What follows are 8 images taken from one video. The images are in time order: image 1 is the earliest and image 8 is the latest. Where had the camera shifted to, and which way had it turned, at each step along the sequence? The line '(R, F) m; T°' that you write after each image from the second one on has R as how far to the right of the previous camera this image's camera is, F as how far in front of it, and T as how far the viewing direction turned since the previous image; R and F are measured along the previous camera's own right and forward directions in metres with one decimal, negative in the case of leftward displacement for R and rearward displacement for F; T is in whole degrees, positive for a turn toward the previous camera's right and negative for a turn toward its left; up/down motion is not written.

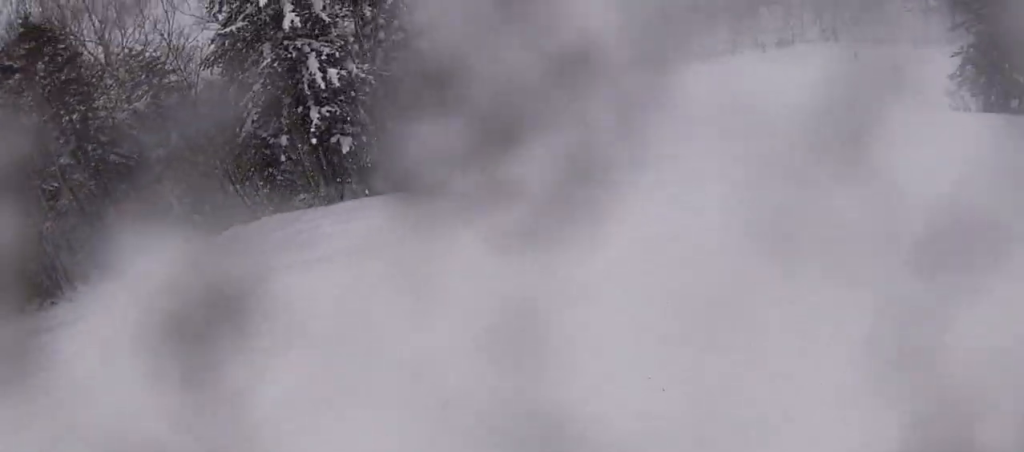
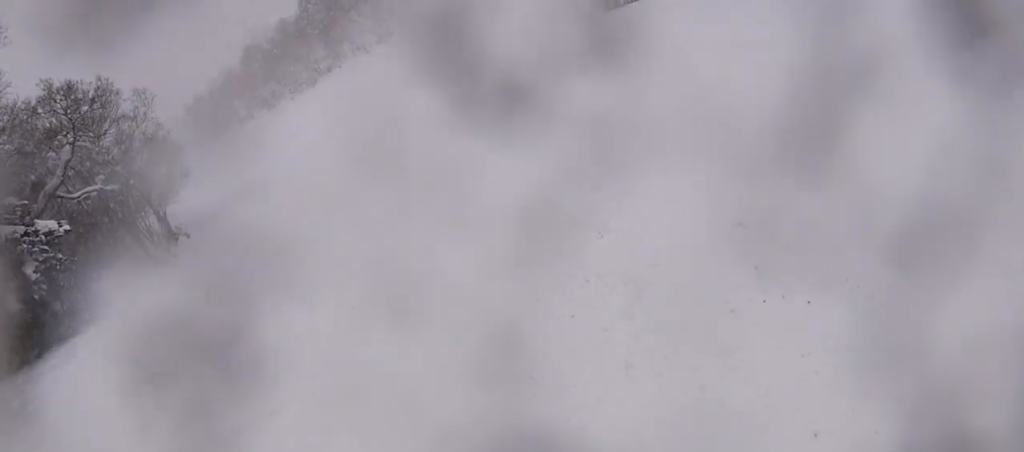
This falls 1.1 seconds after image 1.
(+1.7, +3.9) m; +47°
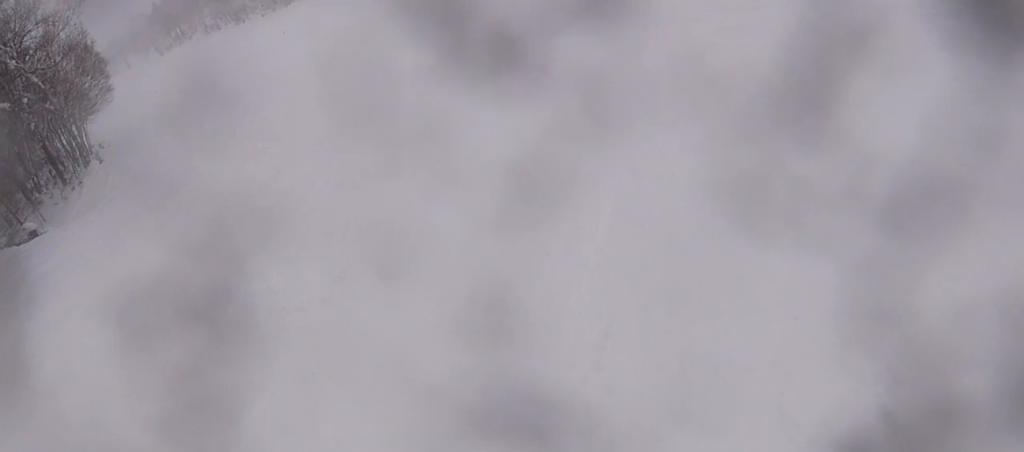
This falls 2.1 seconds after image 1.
(+1.7, +5.0) m; +13°
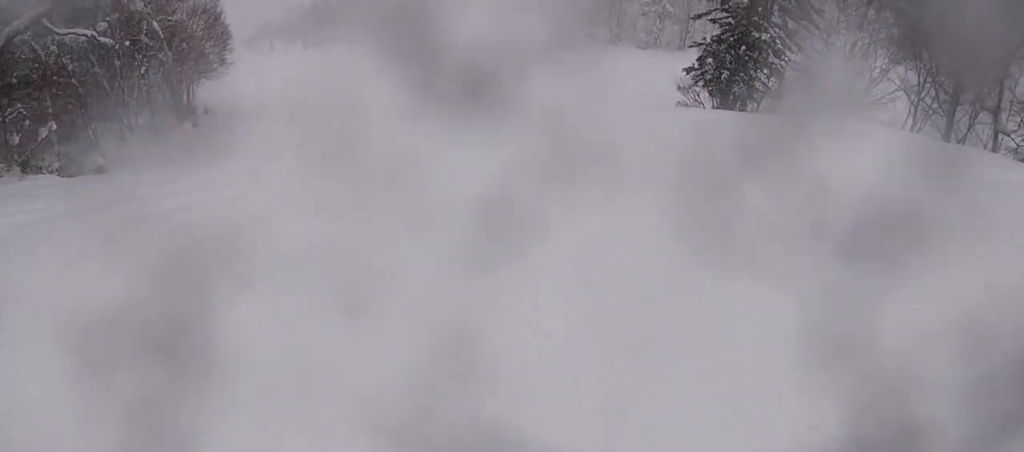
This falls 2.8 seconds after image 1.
(-0.2, +3.1) m; -10°
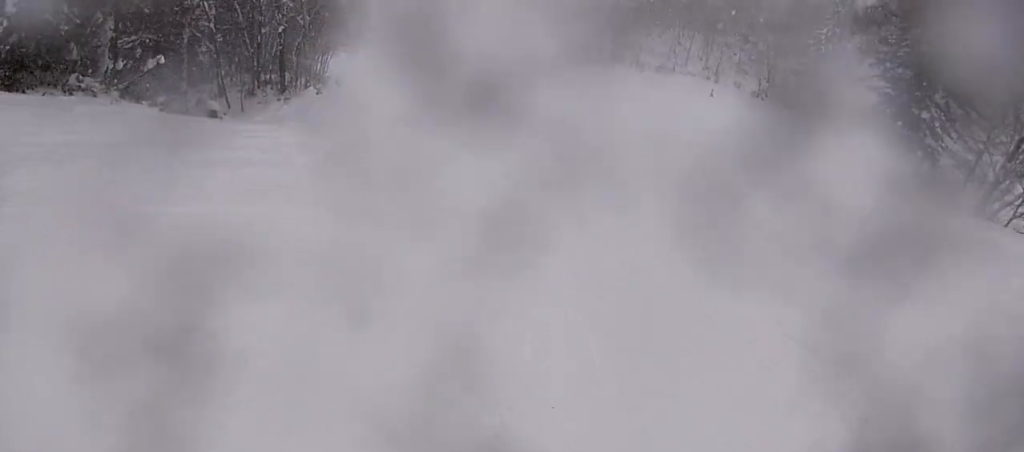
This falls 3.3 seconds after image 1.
(+0.1, +2.3) m; -19°
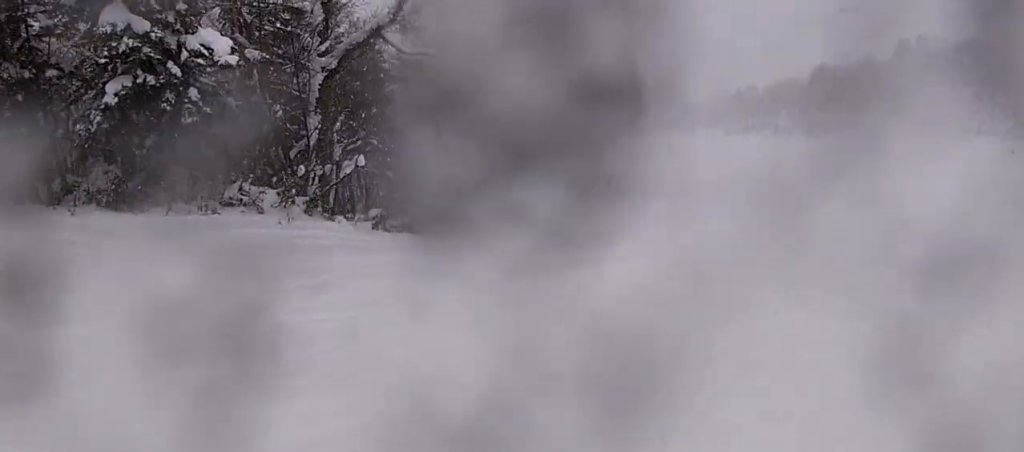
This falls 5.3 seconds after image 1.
(-3.8, +7.7) m; -14°
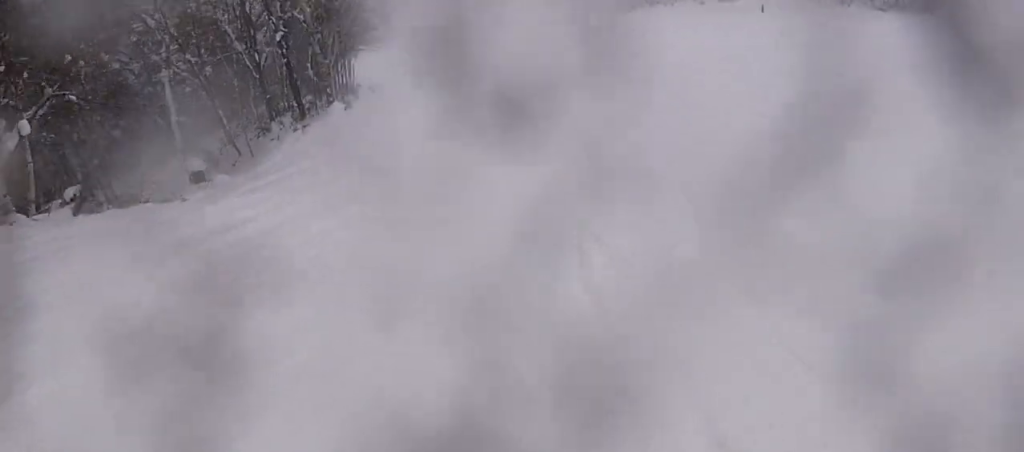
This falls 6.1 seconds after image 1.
(+0.8, +4.0) m; +15°
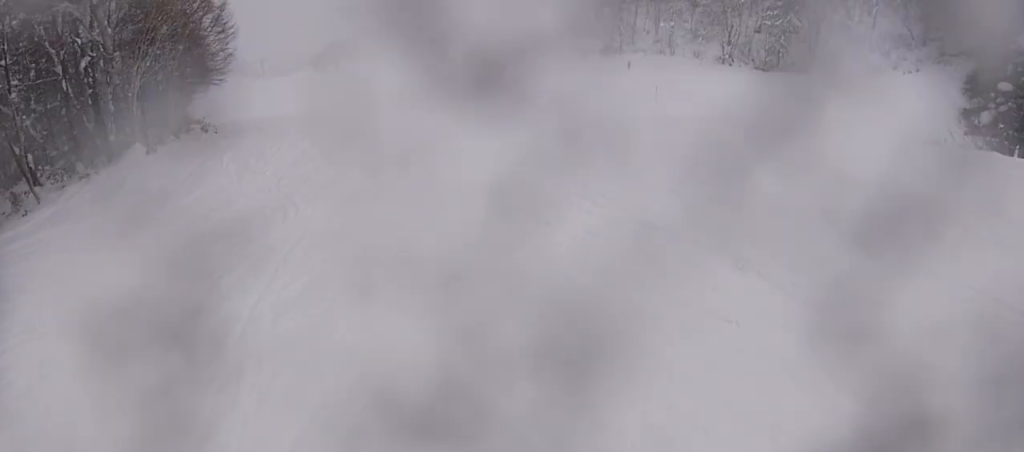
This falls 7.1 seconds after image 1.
(+0.7, +5.8) m; +1°
